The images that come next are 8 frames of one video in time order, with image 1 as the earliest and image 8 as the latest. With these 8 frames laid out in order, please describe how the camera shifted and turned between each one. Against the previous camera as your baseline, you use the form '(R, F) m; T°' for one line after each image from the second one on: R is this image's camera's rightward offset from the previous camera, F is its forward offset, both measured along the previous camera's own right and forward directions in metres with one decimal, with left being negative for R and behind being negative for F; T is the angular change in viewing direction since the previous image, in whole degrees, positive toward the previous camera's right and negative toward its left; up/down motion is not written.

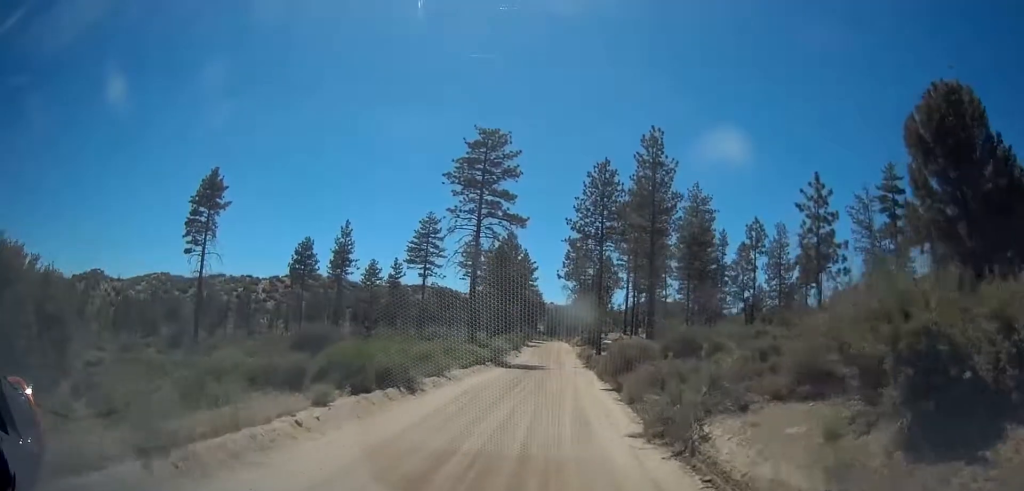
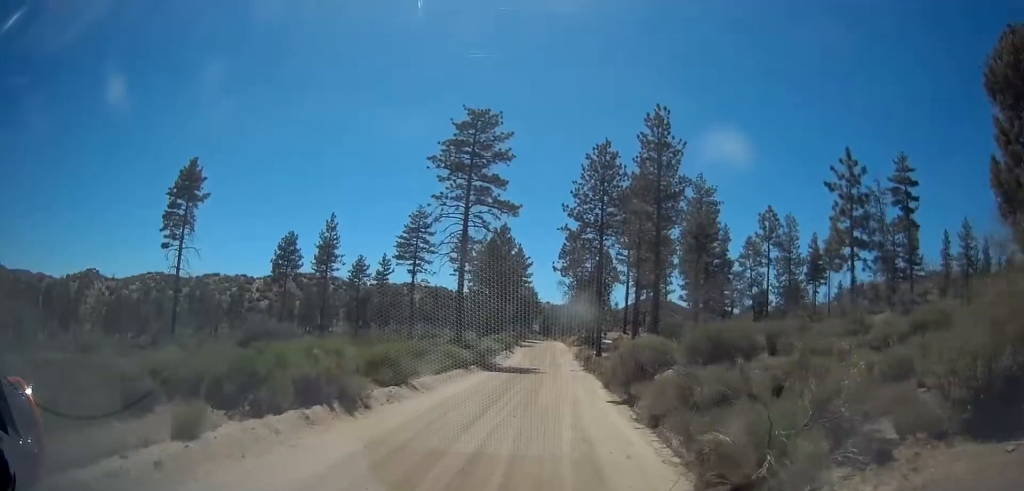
(0.0, +4.5) m; 0°
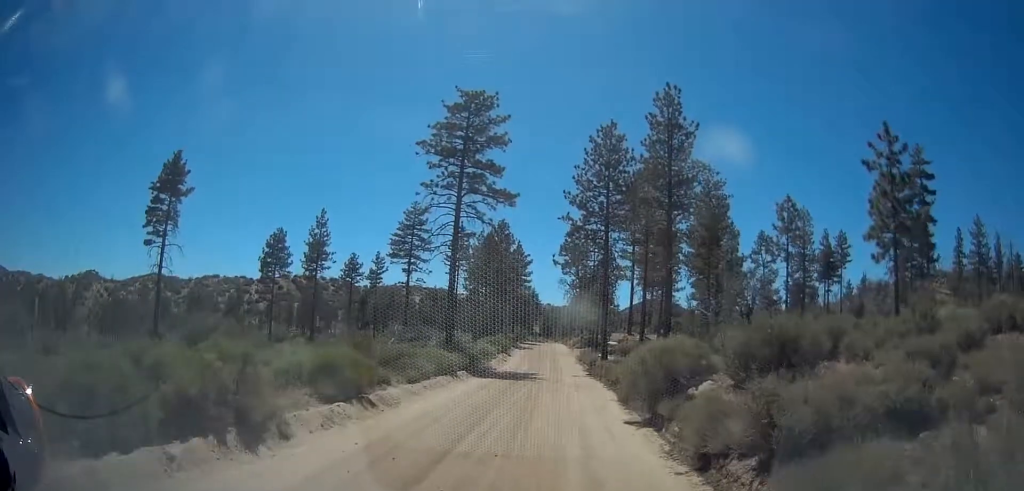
(0.0, +4.0) m; 0°
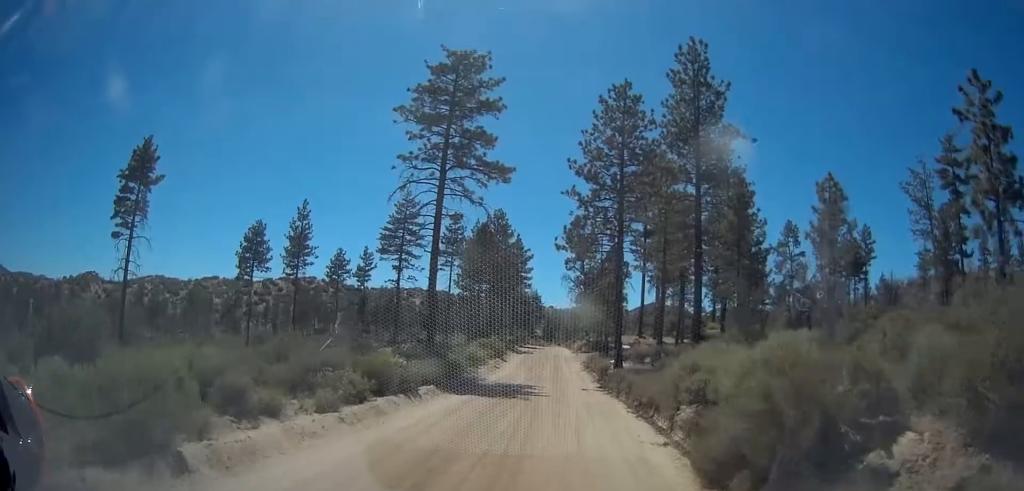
(+0.1, +7.1) m; +1°
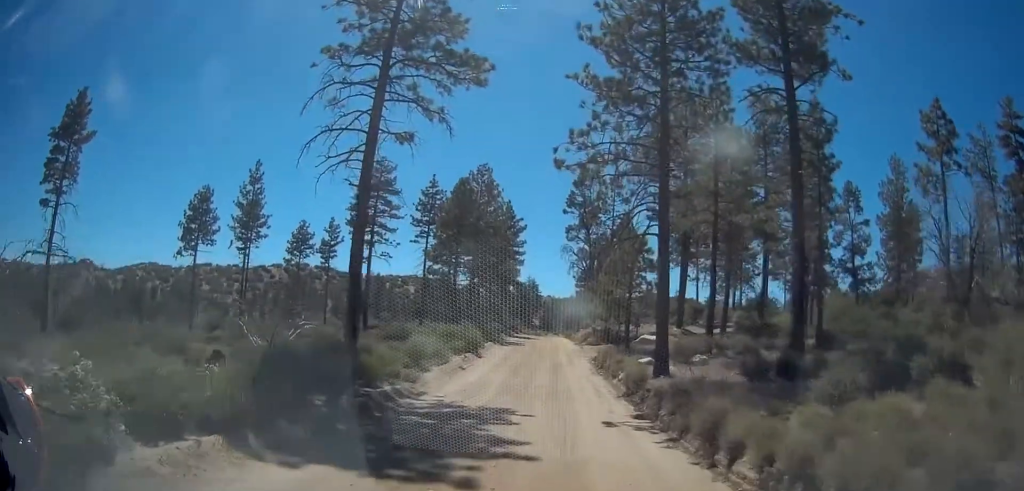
(-0.2, +12.9) m; -2°
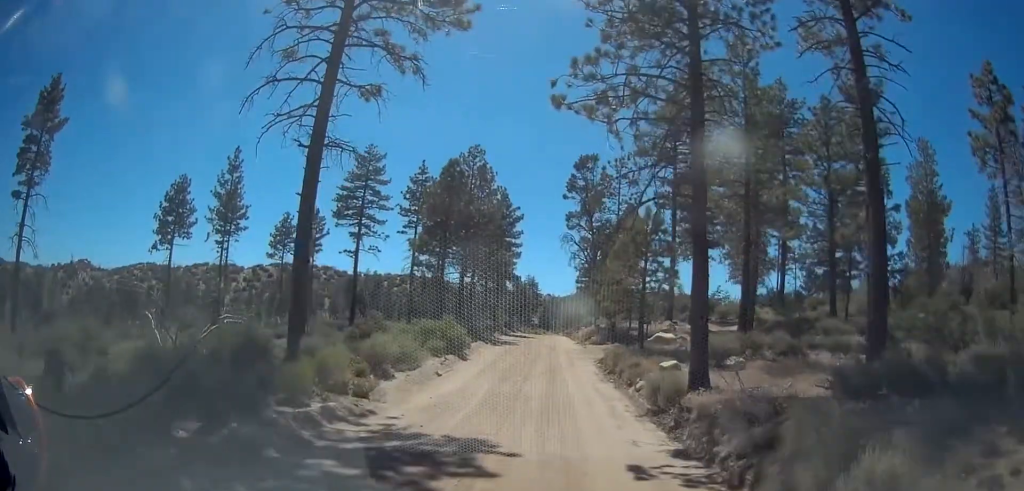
(-0.1, +4.8) m; +1°
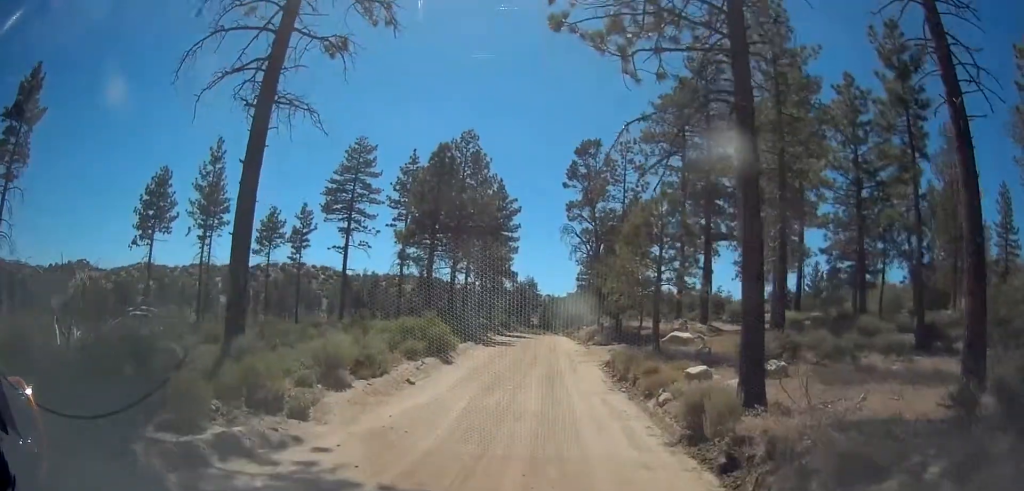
(+0.1, +3.6) m; +1°
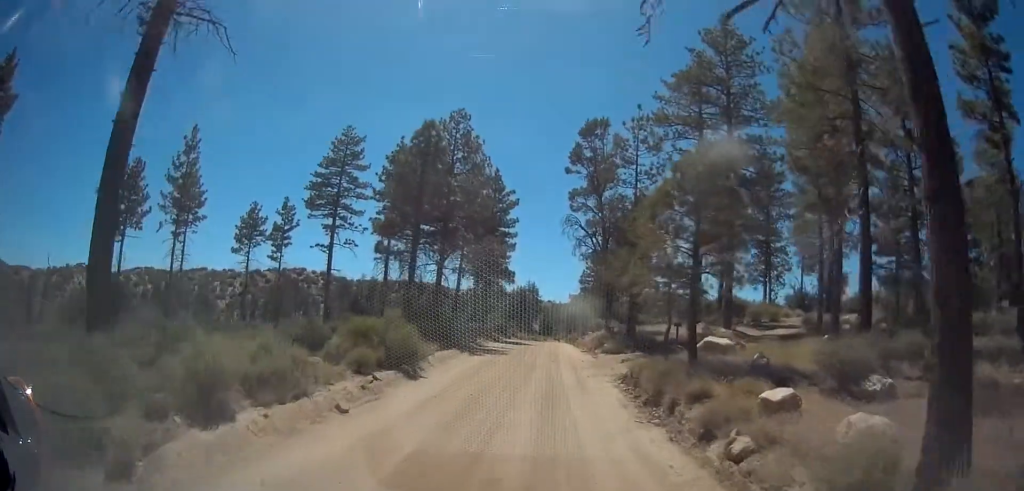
(+0.1, +5.2) m; +1°
